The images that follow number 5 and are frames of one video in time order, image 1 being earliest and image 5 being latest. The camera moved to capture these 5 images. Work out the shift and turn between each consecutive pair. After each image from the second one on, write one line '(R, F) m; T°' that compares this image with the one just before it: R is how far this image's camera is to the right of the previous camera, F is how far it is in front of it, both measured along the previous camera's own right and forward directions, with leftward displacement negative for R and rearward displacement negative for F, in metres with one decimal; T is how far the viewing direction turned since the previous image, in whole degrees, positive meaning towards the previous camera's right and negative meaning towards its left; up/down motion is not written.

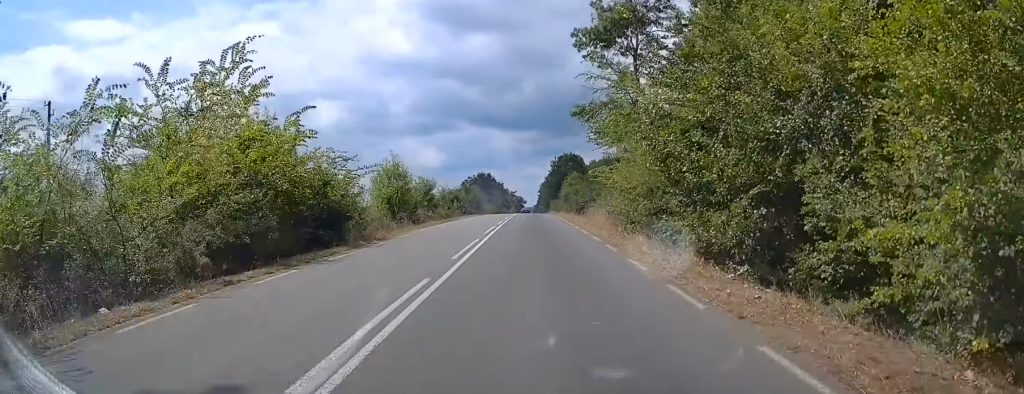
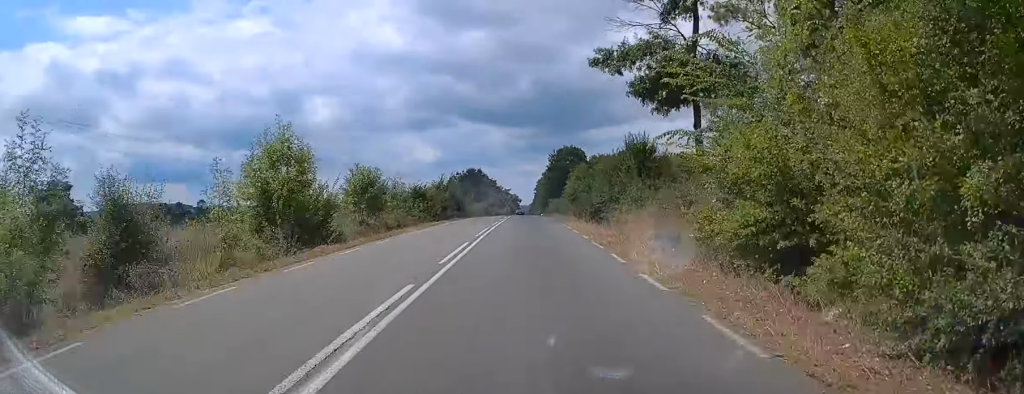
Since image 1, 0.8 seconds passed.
(+0.1, +18.6) m; 0°
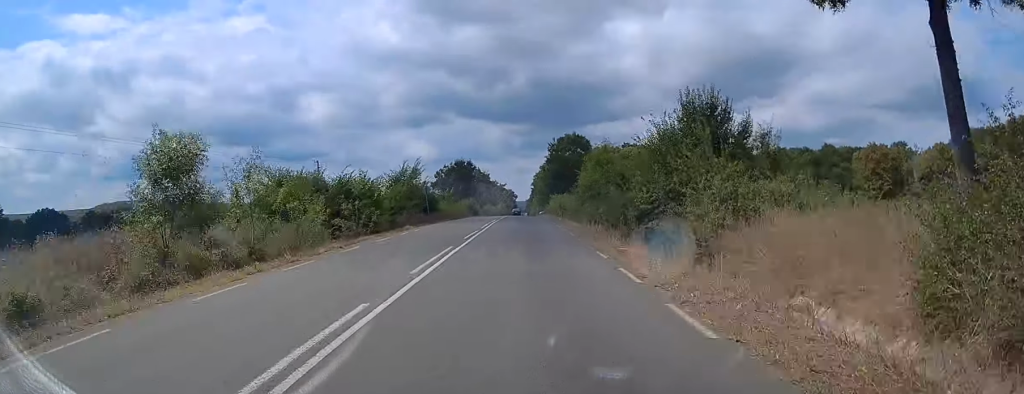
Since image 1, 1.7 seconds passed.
(0.0, +19.3) m; 0°
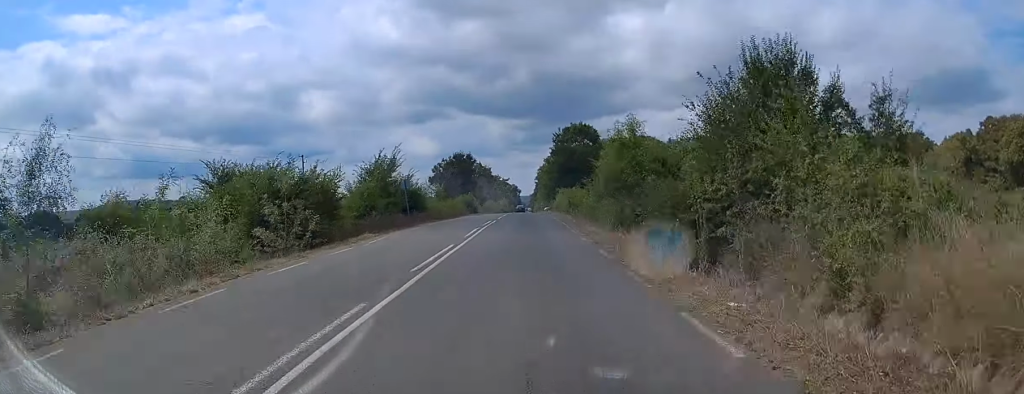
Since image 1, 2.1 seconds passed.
(+0.1, +8.9) m; 0°
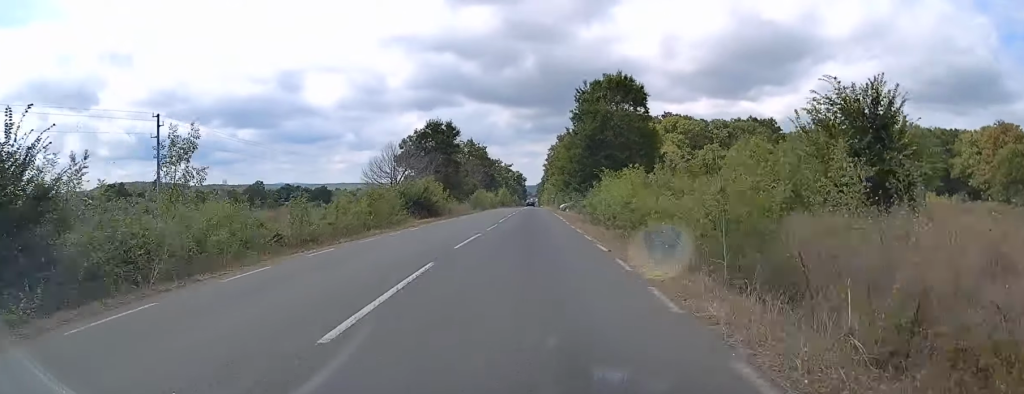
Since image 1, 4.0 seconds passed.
(-0.3, +42.6) m; 0°
